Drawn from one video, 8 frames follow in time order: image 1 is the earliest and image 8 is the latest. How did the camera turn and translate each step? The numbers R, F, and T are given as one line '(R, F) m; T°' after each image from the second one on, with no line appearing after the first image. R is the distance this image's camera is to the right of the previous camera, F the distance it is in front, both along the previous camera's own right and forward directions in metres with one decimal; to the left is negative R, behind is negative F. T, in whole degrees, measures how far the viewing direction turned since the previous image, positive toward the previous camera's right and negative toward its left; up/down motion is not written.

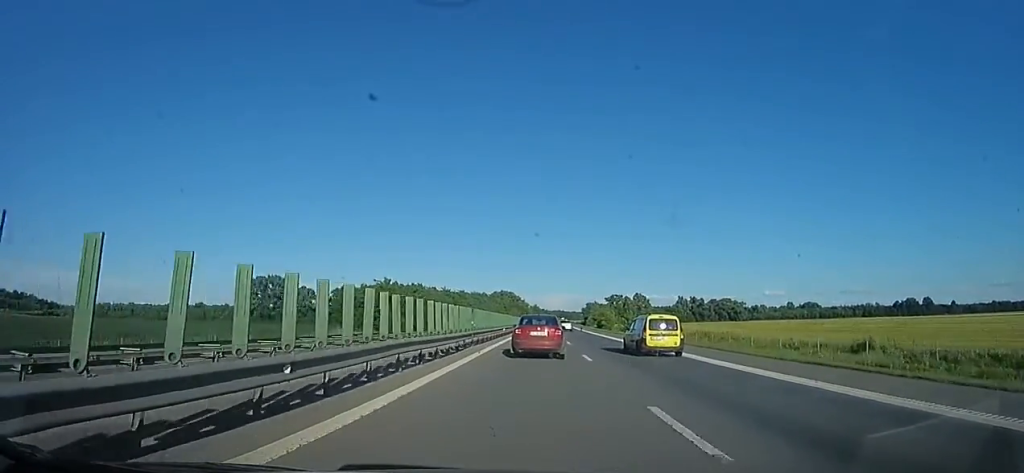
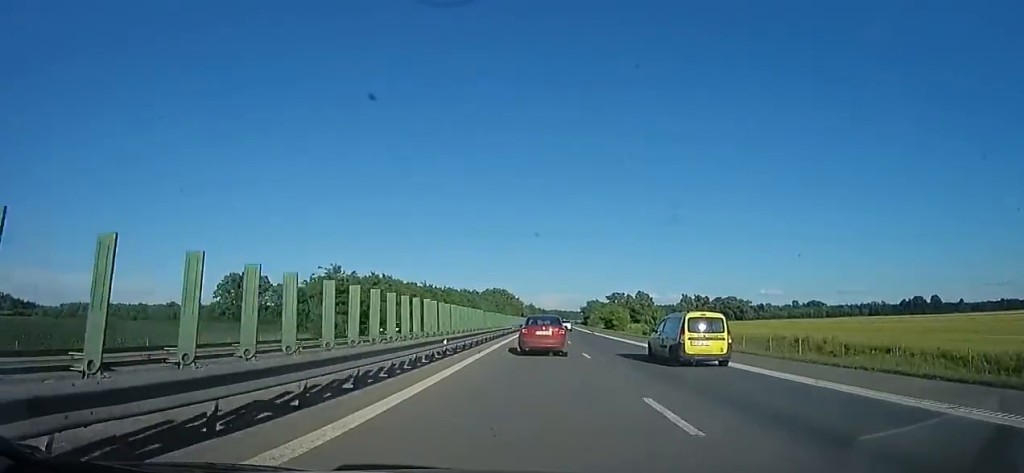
(+0.3, +22.8) m; +1°
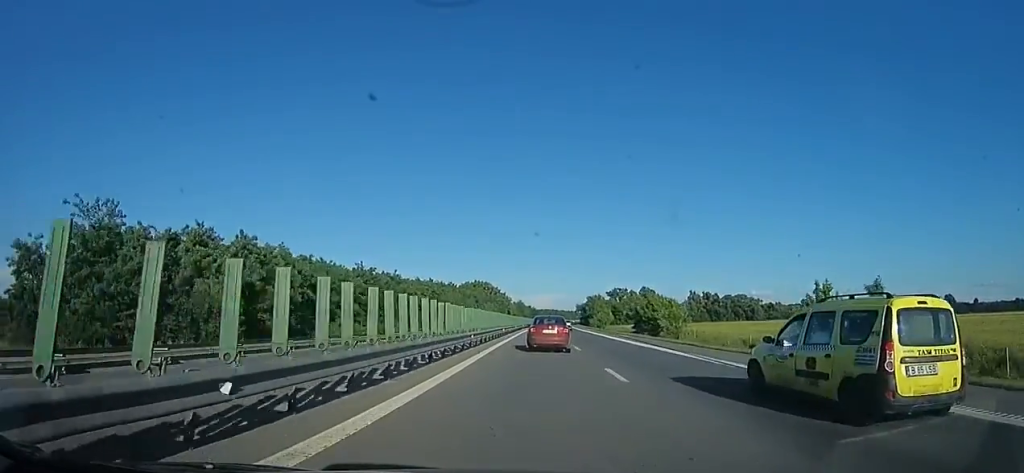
(+1.1, +42.3) m; +2°
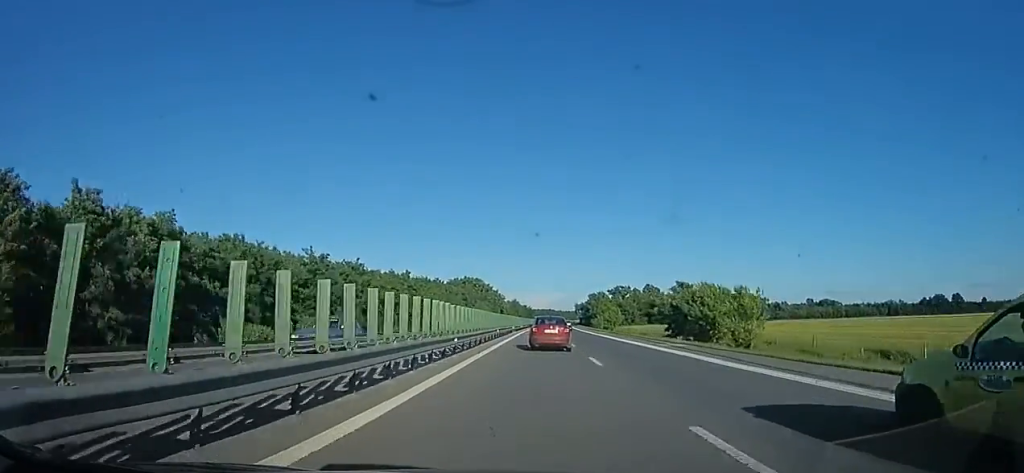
(+0.1, +20.3) m; 0°
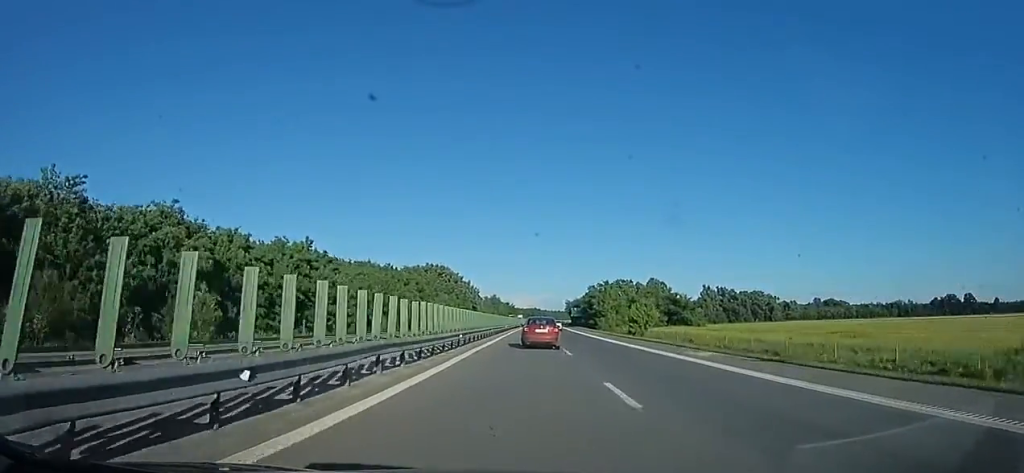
(0.0, +43.0) m; +1°
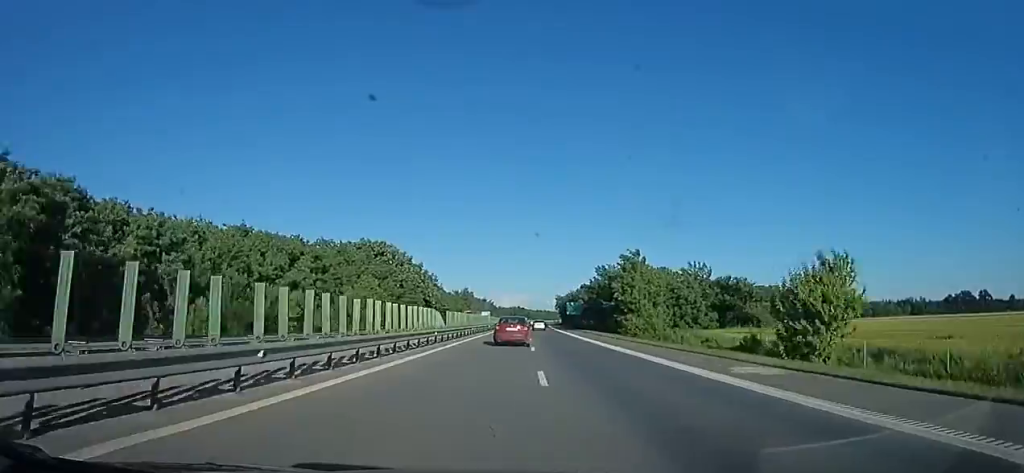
(+0.8, +45.5) m; +2°
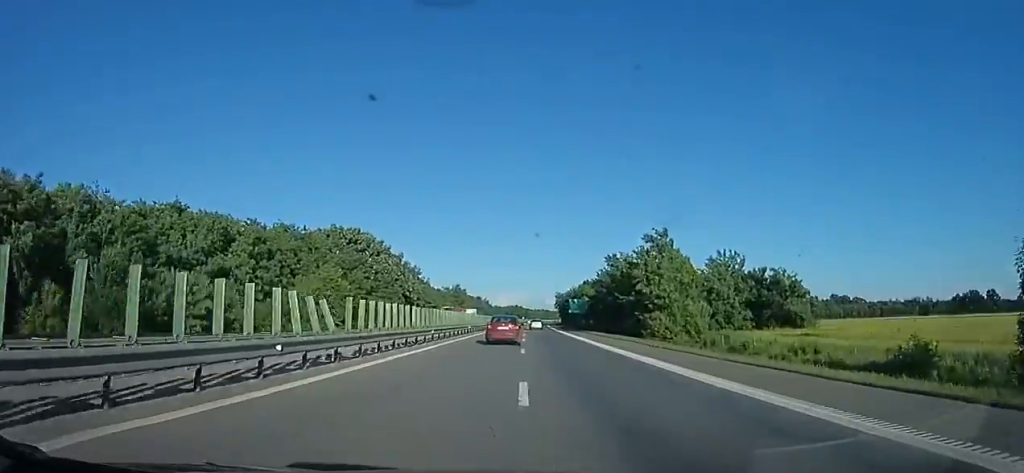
(-0.1, +14.3) m; 0°
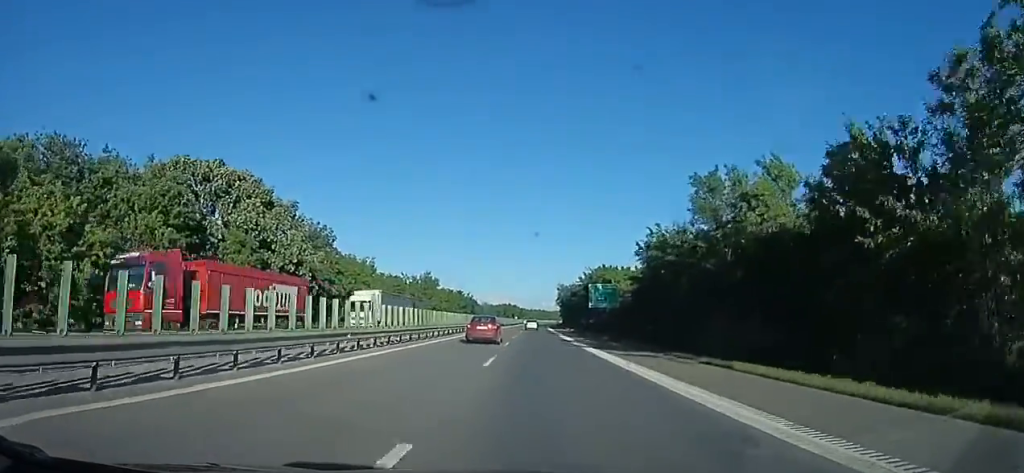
(+0.4, +40.9) m; 0°
